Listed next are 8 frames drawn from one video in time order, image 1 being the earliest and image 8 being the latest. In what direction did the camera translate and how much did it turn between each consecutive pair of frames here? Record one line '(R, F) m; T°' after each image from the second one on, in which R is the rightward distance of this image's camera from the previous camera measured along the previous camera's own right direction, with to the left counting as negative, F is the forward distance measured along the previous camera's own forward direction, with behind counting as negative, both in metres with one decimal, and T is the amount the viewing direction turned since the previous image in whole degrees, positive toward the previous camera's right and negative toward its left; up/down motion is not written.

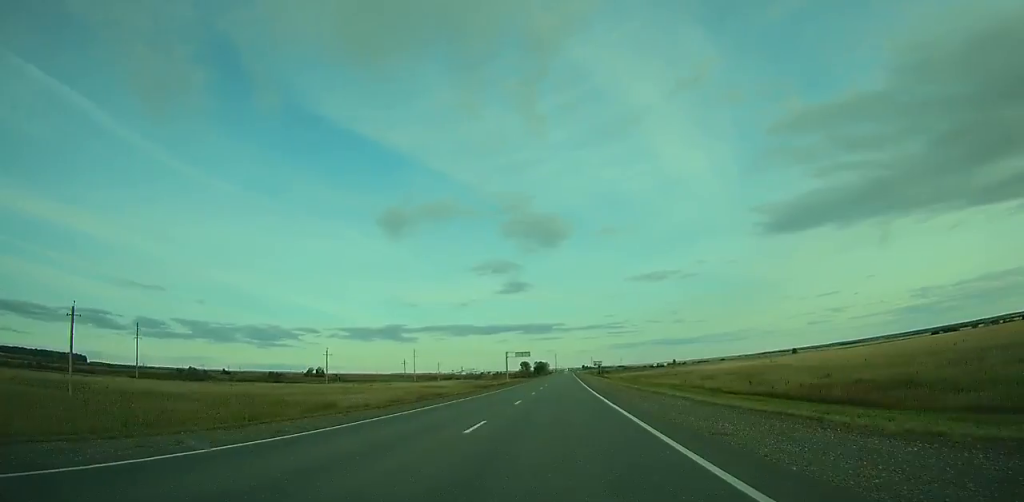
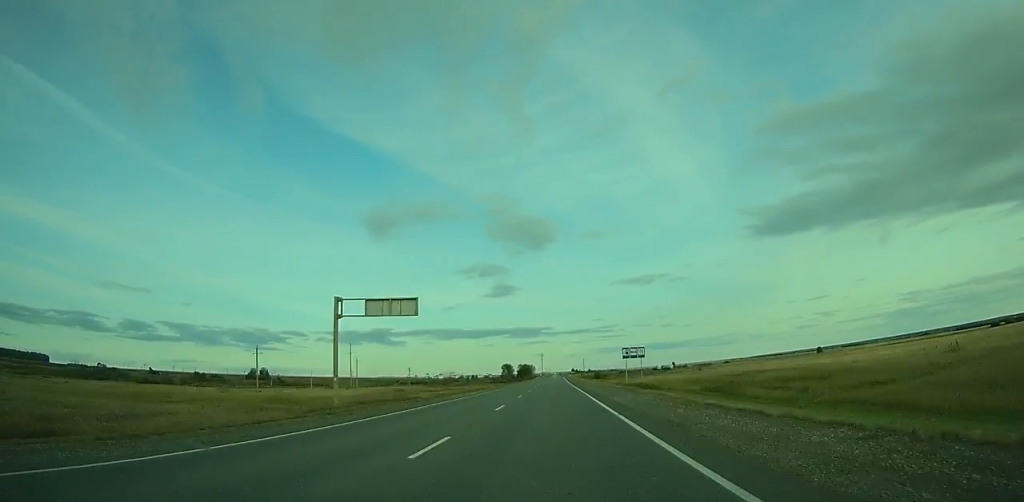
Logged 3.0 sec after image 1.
(+1.0, +81.6) m; +1°
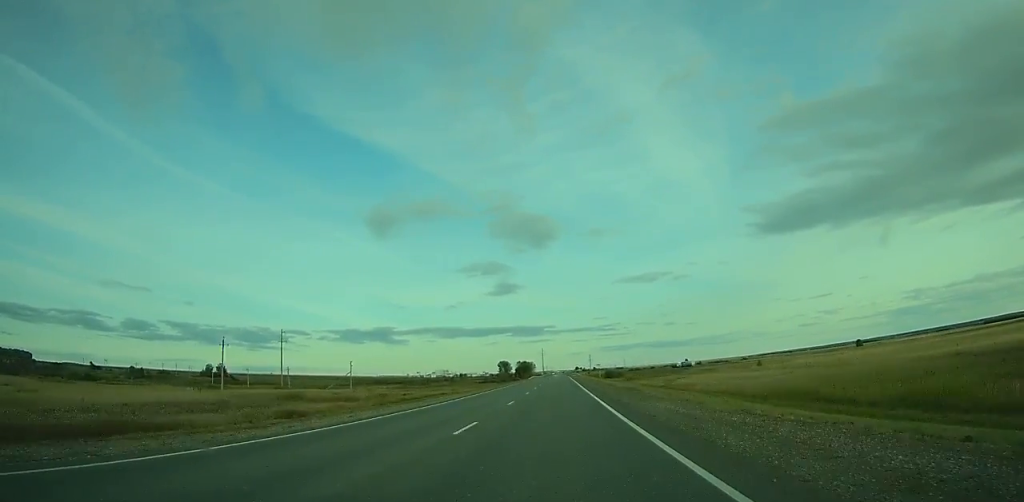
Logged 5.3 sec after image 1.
(+0.1, +60.5) m; 0°
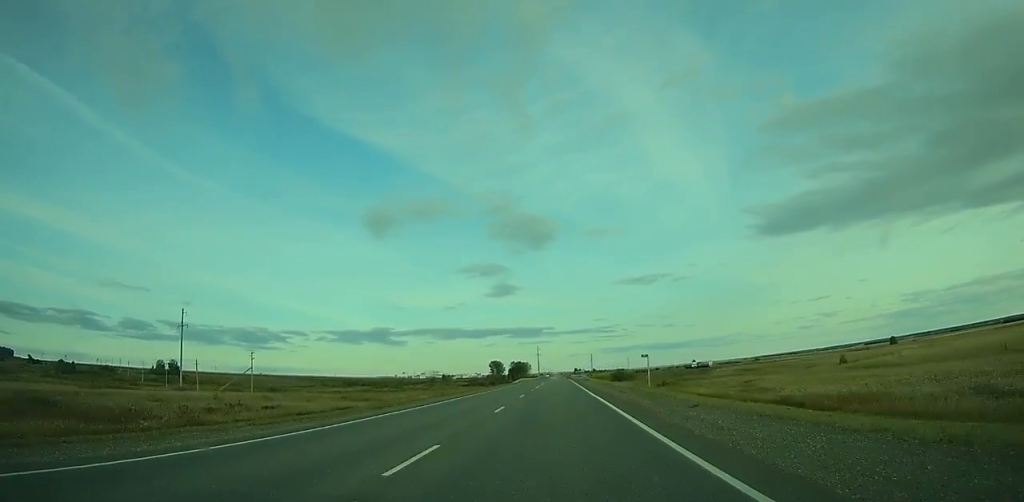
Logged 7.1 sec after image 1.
(0.0, +47.9) m; 0°
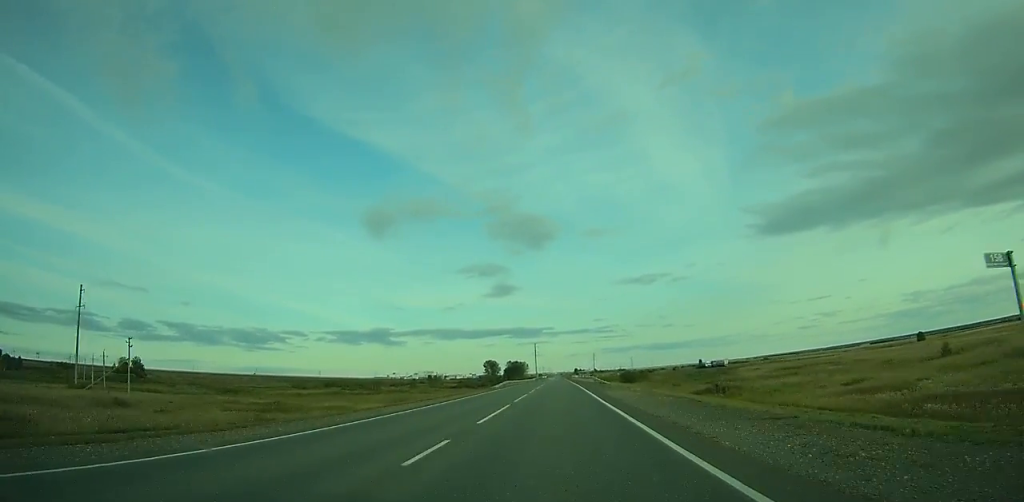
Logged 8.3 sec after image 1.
(0.0, +32.3) m; 0°
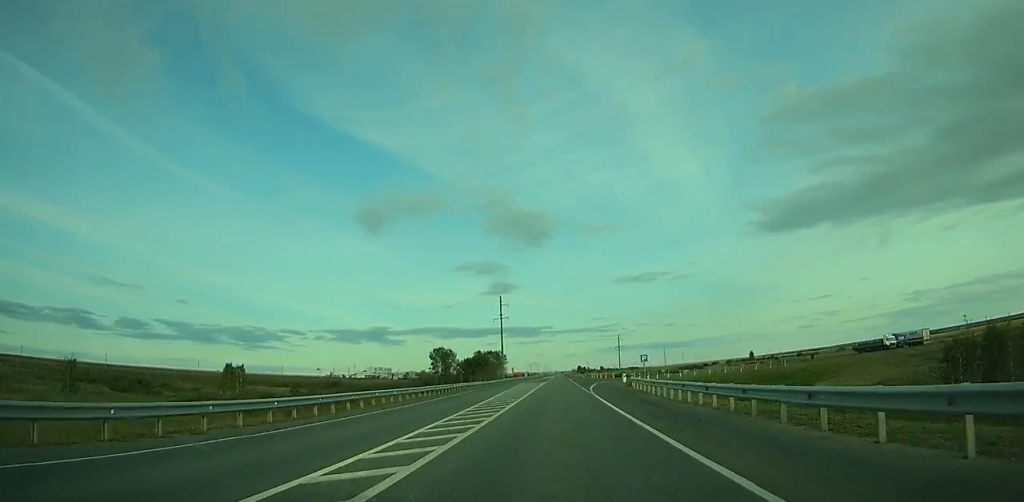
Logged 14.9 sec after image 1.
(+0.1, +184.6) m; 0°
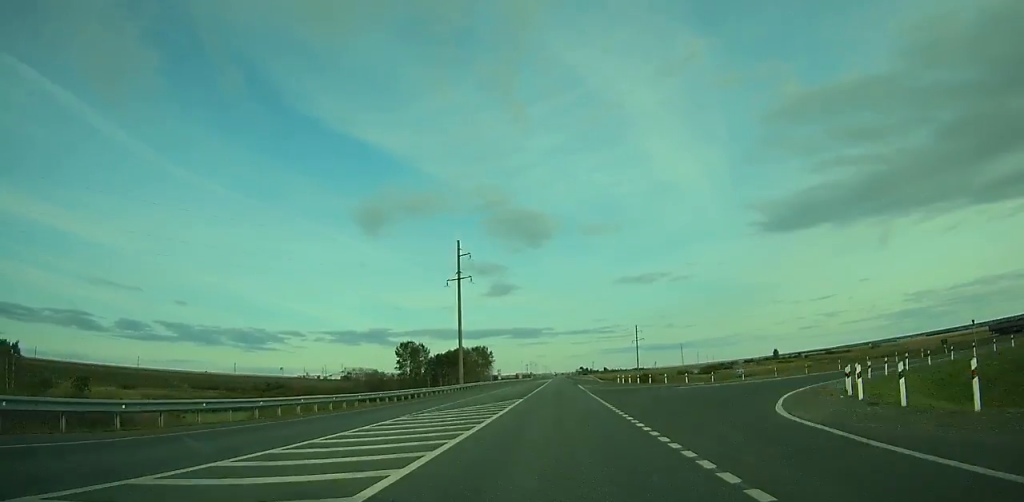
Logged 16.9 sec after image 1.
(0.0, +57.7) m; 0°
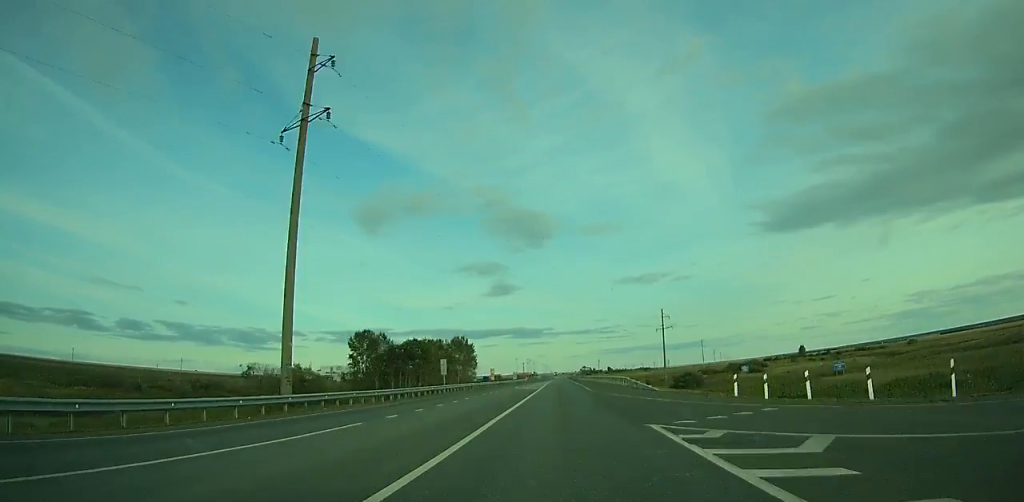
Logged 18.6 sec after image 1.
(0.0, +49.4) m; 0°
